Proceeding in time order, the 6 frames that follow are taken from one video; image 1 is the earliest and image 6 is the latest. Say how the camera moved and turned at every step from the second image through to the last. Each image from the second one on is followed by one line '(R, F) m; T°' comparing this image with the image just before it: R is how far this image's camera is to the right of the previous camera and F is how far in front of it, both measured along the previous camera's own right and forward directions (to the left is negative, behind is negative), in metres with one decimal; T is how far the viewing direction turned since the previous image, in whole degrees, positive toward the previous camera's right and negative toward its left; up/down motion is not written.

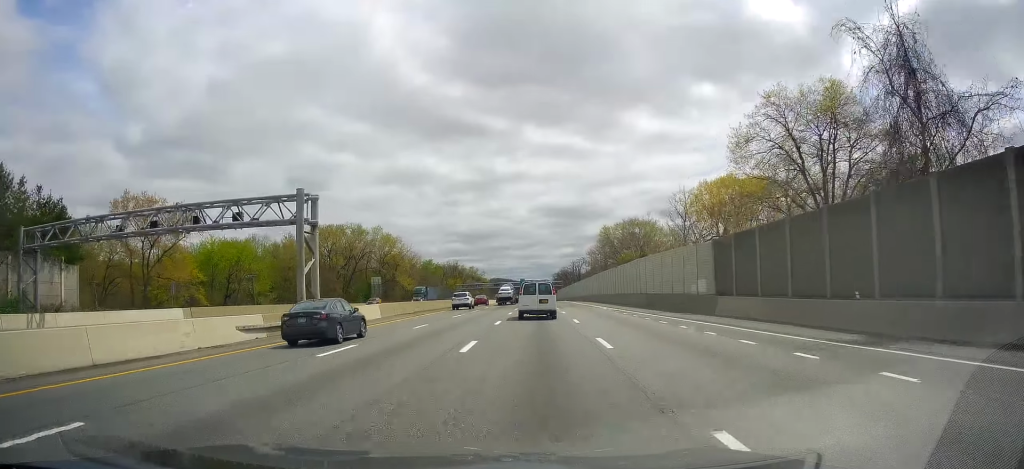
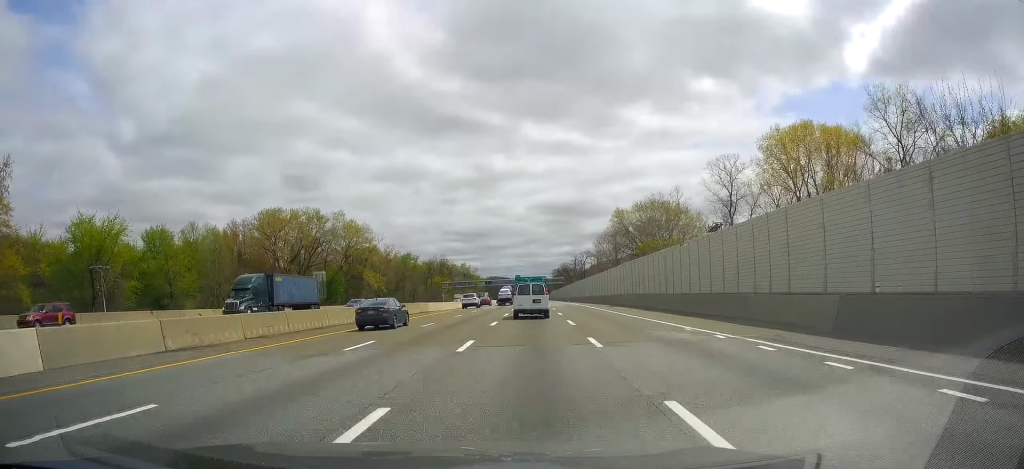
(0.0, +33.9) m; 0°
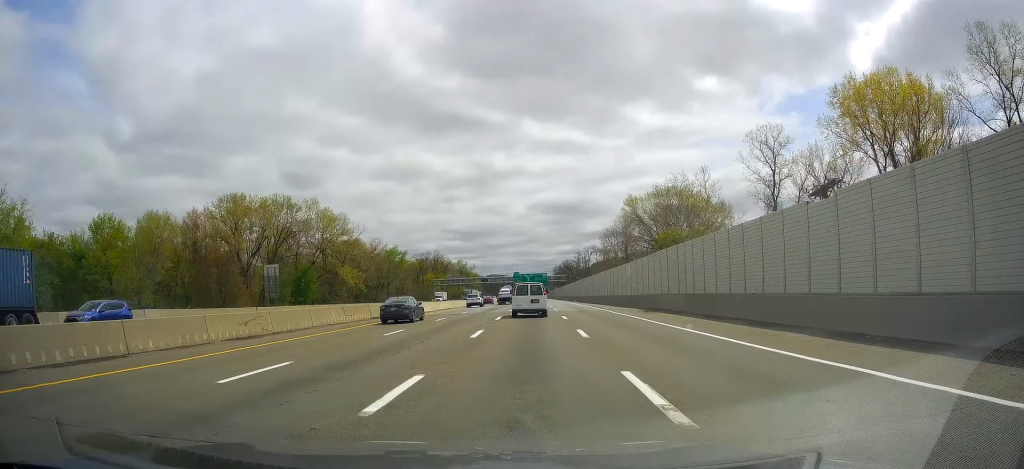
(+0.1, +18.9) m; 0°
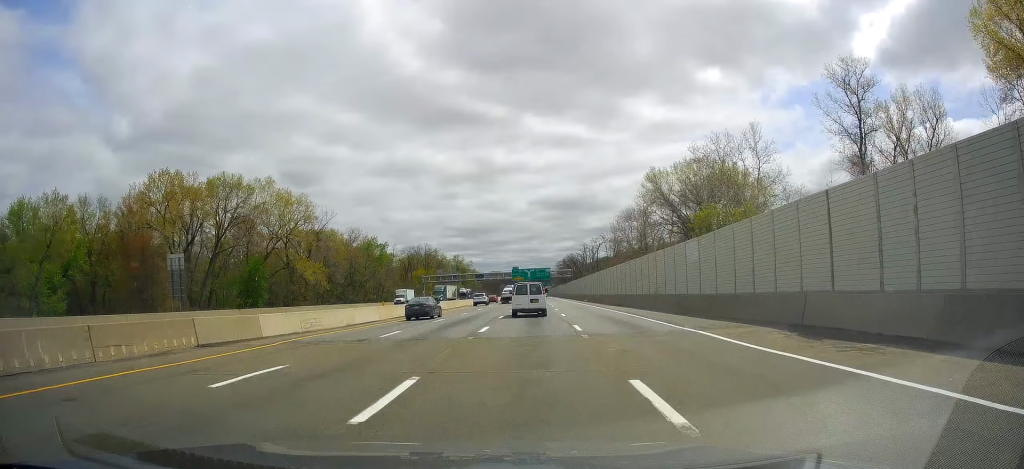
(0.0, +24.3) m; -1°
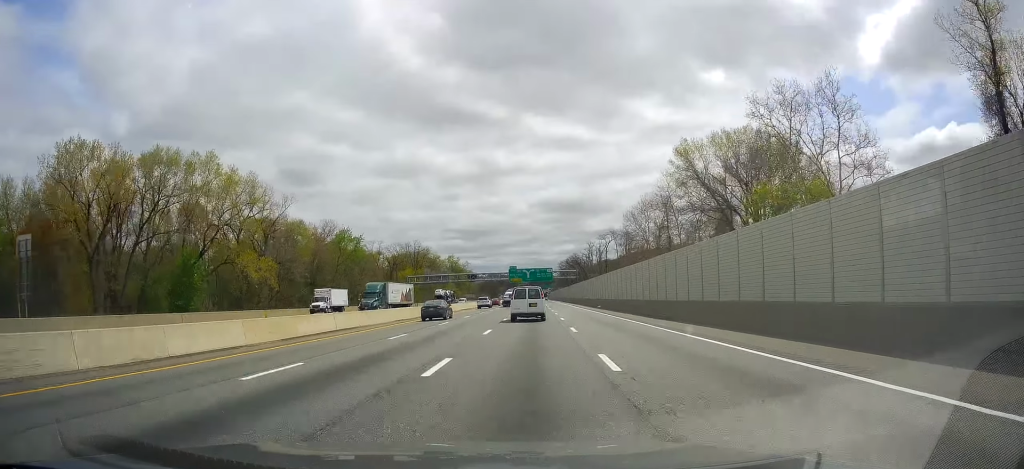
(-0.3, +22.3) m; -1°
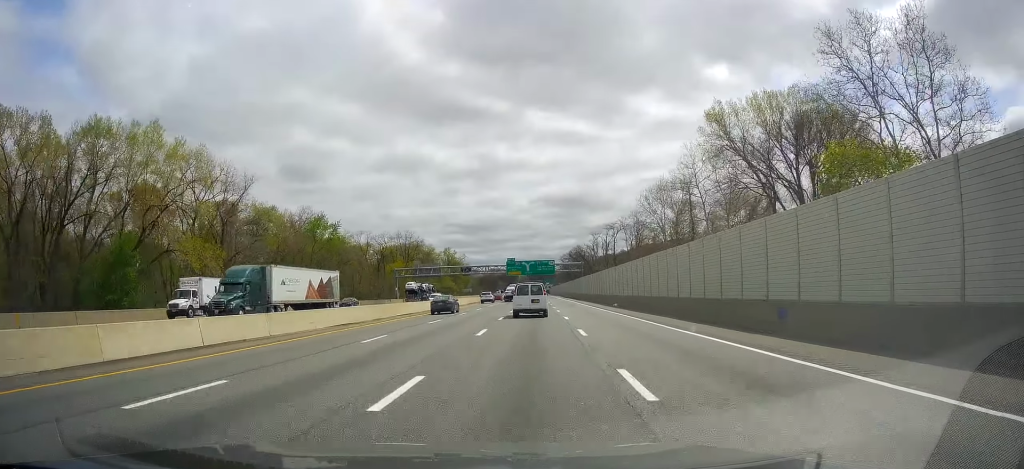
(0.0, +15.8) m; 0°
